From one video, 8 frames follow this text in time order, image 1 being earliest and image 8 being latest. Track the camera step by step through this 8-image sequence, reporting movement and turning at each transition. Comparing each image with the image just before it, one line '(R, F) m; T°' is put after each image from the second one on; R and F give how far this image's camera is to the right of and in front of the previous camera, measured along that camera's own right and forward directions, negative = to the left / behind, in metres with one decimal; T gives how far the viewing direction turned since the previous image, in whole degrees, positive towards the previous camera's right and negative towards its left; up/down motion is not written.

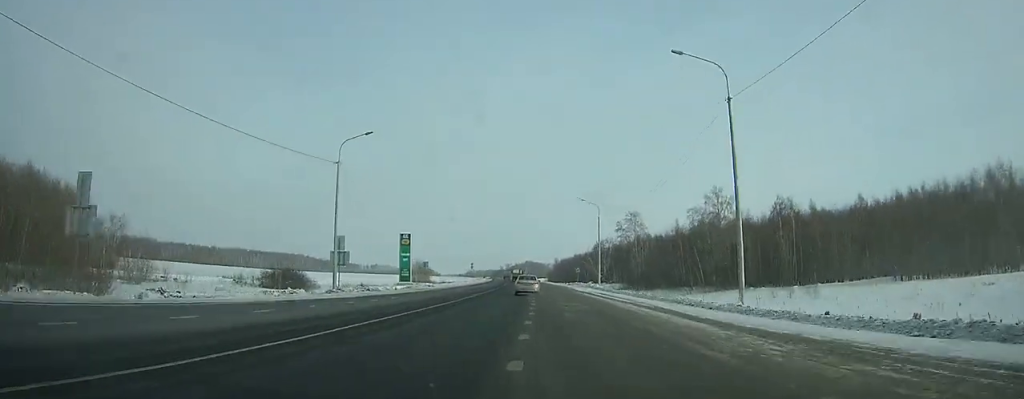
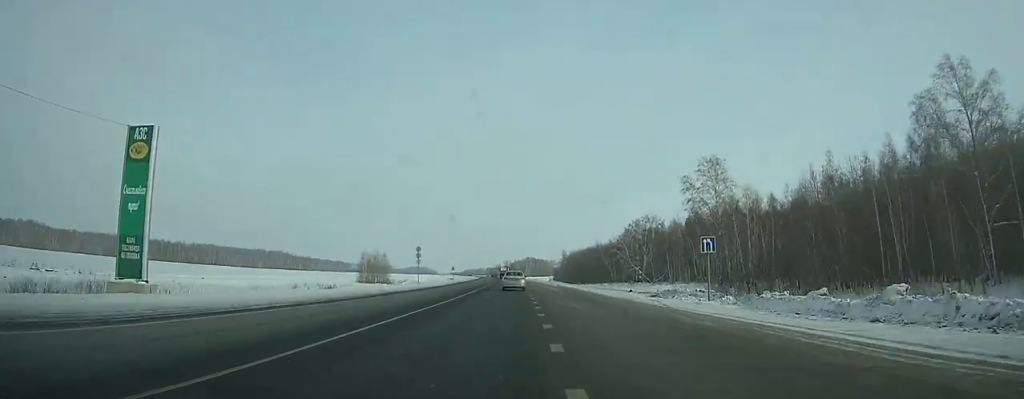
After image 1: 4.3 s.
(-0.5, +73.0) m; -1°
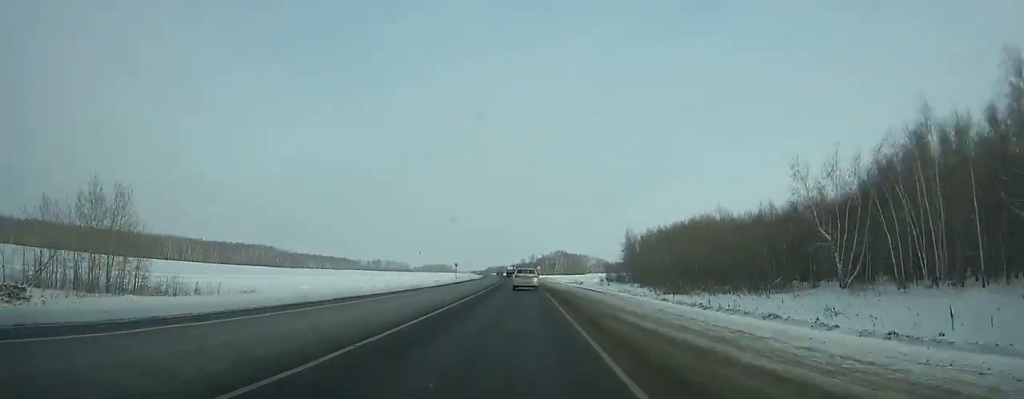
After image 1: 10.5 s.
(-2.8, +119.4) m; -2°
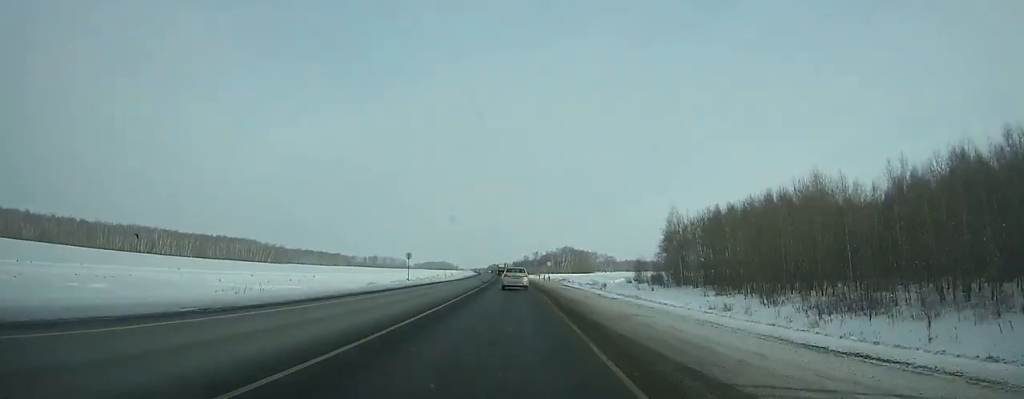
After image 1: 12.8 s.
(-0.3, +46.6) m; -1°
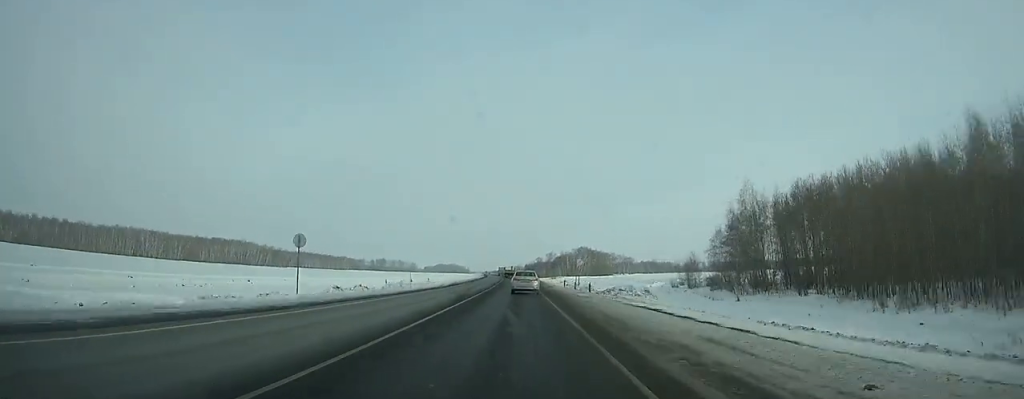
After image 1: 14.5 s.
(-0.1, +34.8) m; -1°
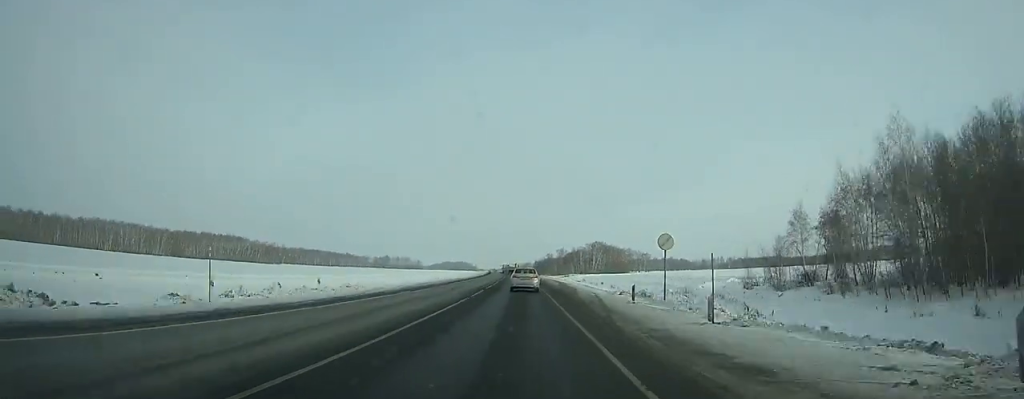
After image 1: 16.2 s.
(-0.3, +35.2) m; -1°
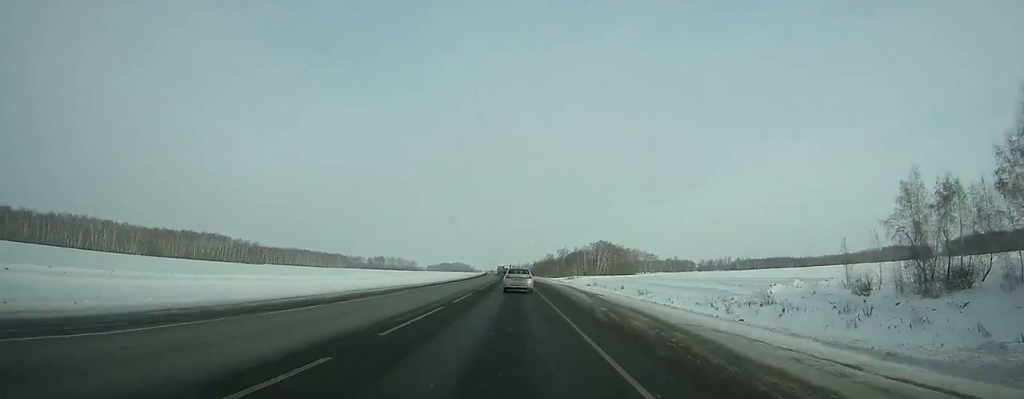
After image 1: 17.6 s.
(-0.1, +29.1) m; 0°
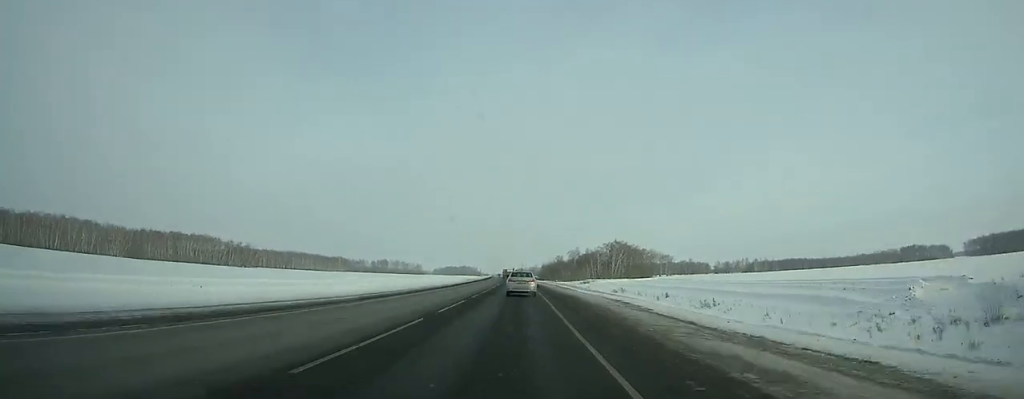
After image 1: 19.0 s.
(-0.1, +29.4) m; 0°
